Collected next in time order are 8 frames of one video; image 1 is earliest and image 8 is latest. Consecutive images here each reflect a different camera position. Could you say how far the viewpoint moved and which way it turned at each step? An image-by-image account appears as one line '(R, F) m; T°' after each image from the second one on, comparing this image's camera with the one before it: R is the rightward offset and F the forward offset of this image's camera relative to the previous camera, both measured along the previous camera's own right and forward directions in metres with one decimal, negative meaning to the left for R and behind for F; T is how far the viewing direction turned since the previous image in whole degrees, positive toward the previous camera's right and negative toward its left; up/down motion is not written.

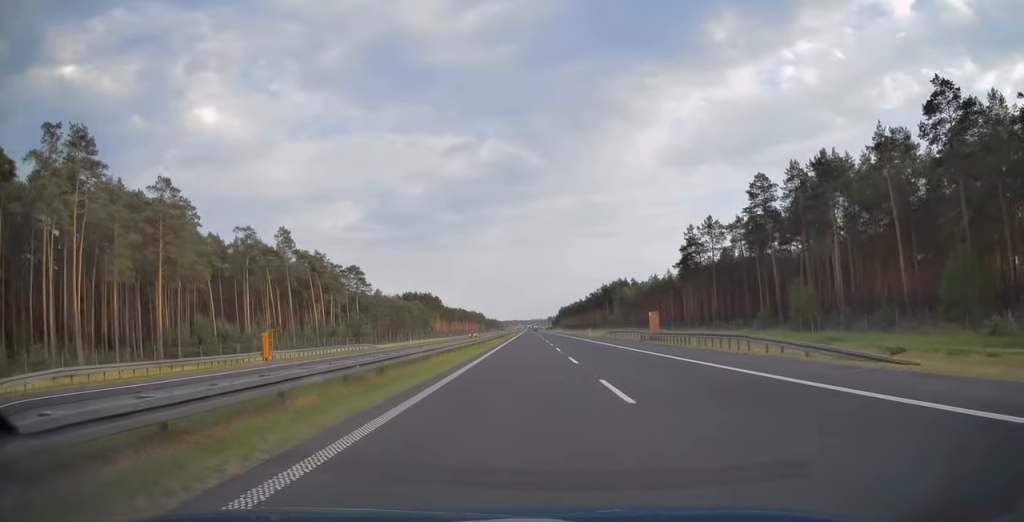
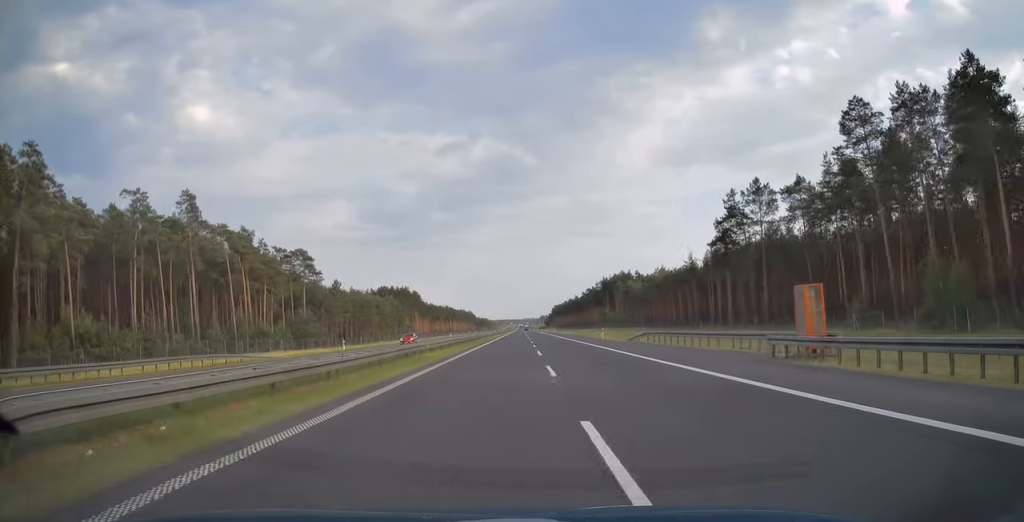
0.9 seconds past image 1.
(+0.2, +30.1) m; +1°
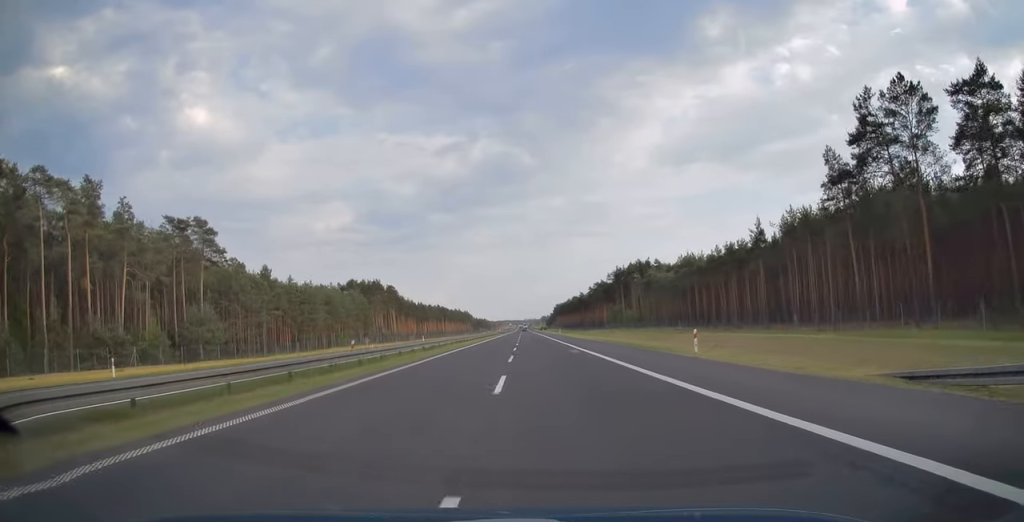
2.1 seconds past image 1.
(+0.3, +39.5) m; 0°
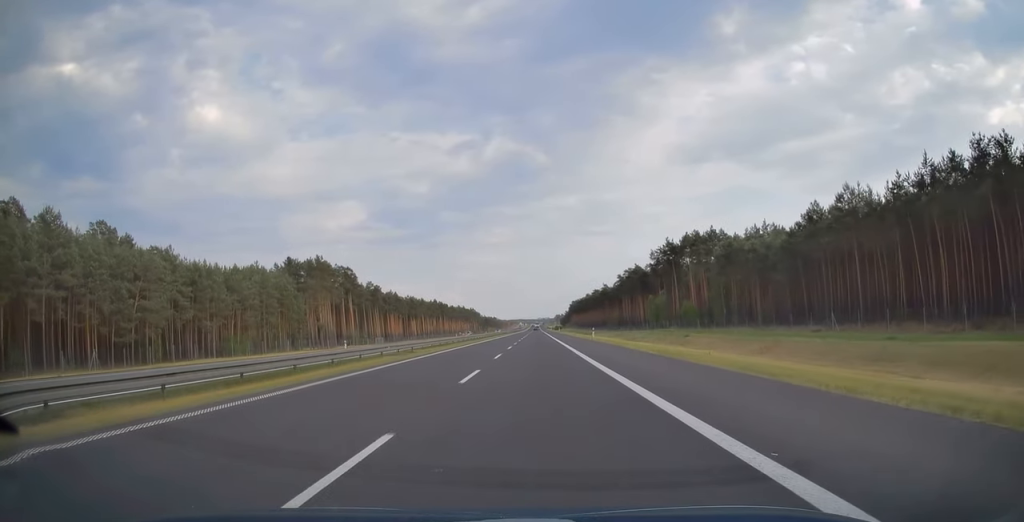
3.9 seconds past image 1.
(-0.2, +57.5) m; -1°
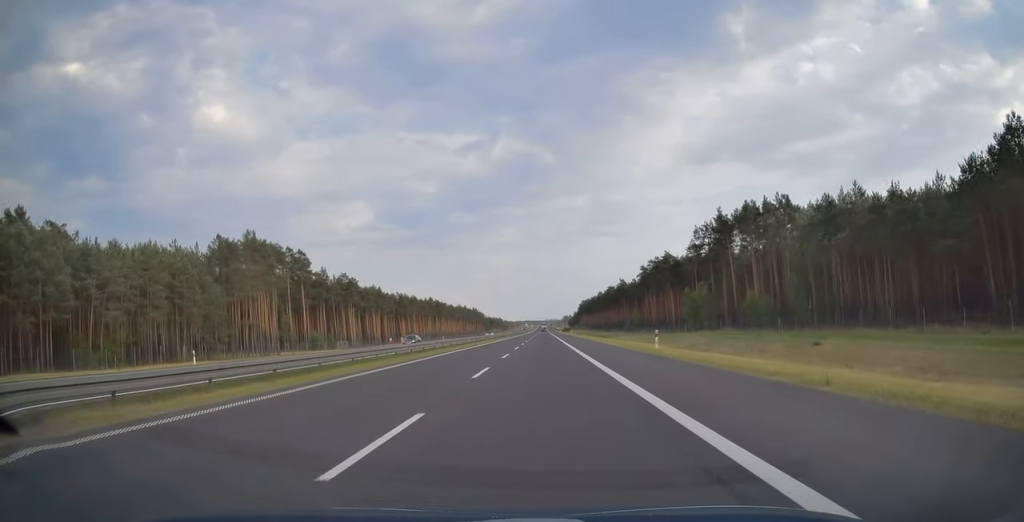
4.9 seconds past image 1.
(-0.2, +33.9) m; 0°
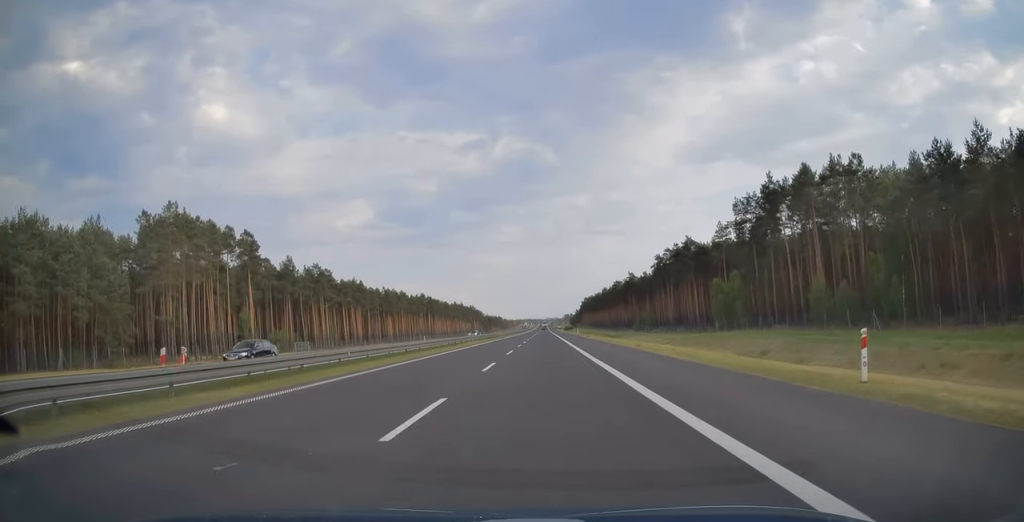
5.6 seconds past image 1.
(0.0, +21.9) m; 0°
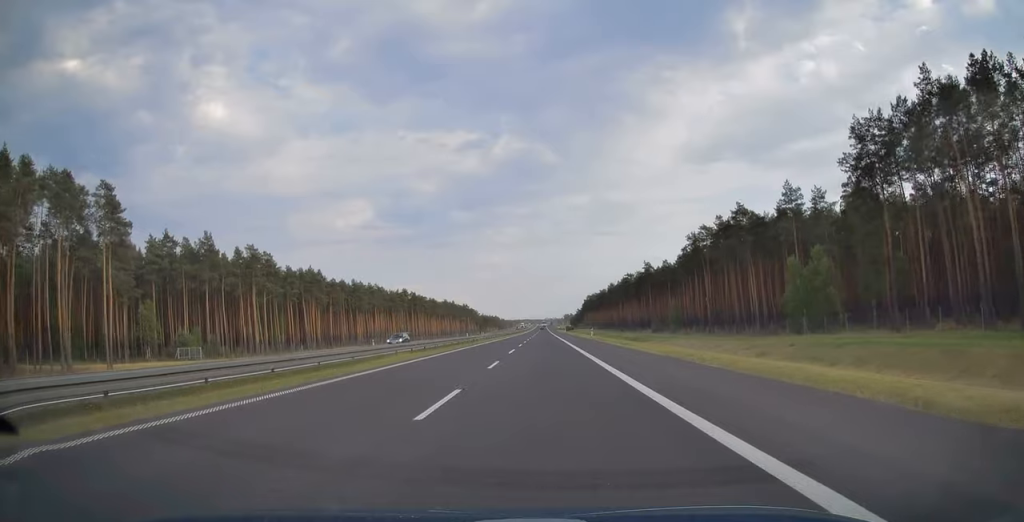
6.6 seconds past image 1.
(-0.2, +34.5) m; 0°
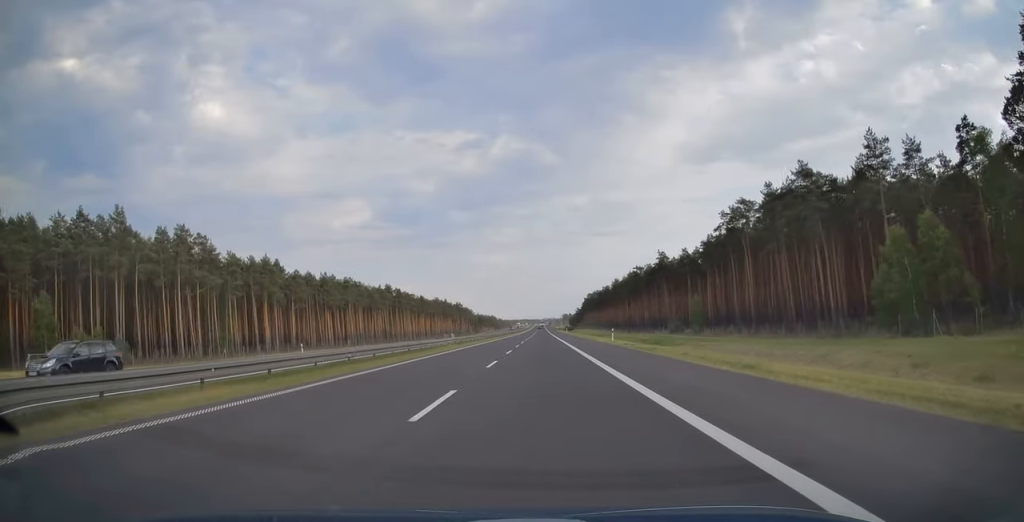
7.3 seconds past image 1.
(-0.1, +24.0) m; 0°
